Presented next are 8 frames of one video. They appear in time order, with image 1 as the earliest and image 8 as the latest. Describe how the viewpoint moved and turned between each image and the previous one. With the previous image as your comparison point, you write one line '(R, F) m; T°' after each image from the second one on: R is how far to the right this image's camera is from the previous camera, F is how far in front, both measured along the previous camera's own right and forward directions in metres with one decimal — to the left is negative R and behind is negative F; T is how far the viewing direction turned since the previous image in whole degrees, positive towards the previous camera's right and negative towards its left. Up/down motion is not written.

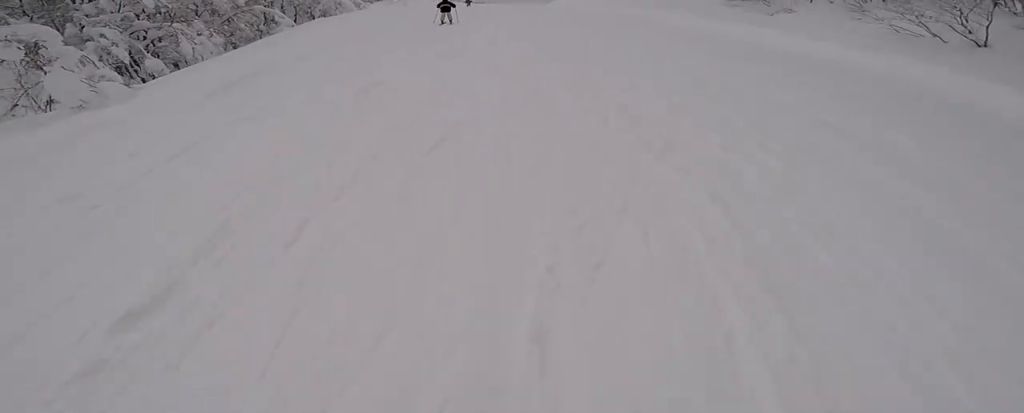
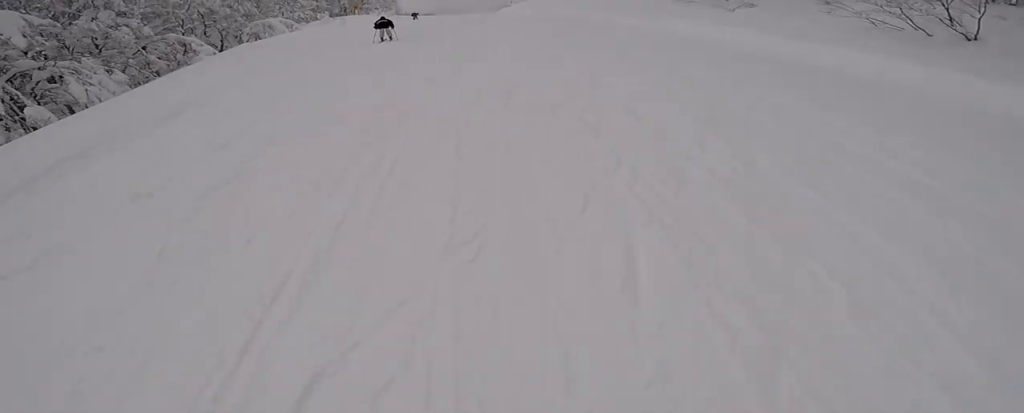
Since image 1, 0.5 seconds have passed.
(-0.1, +2.3) m; -1°
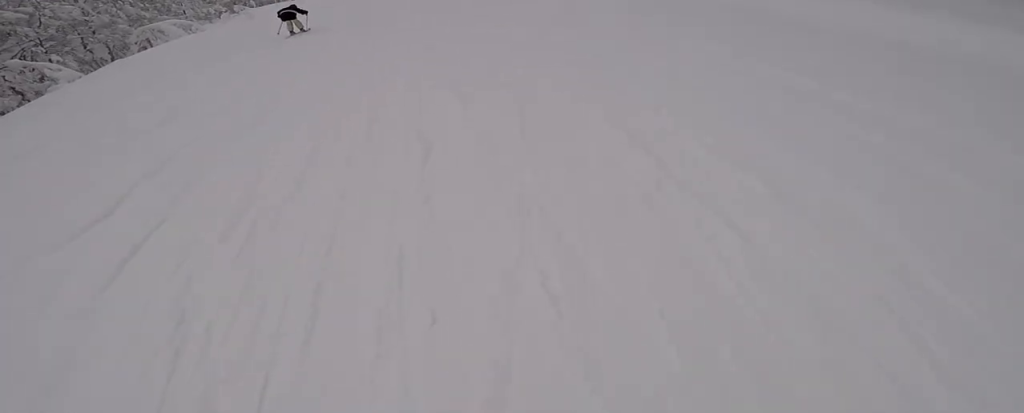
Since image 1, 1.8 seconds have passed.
(0.0, +6.3) m; 0°
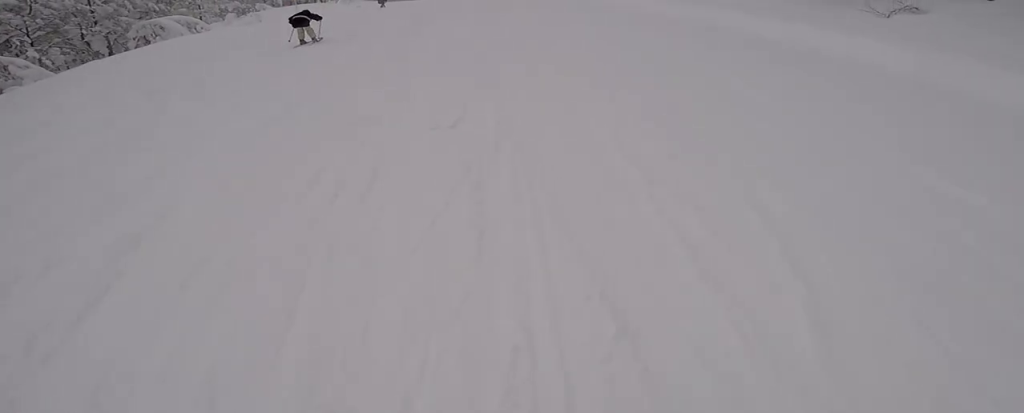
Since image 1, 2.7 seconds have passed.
(0.0, +3.7) m; +1°
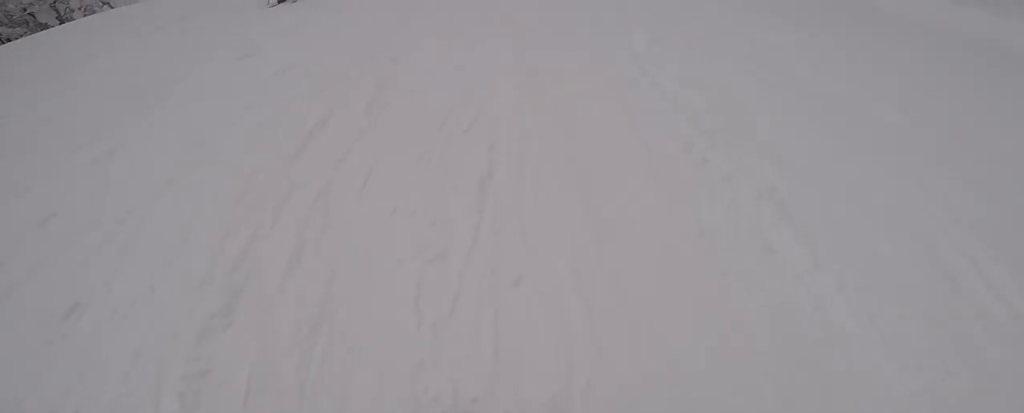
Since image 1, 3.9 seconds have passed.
(0.0, +4.7) m; 0°
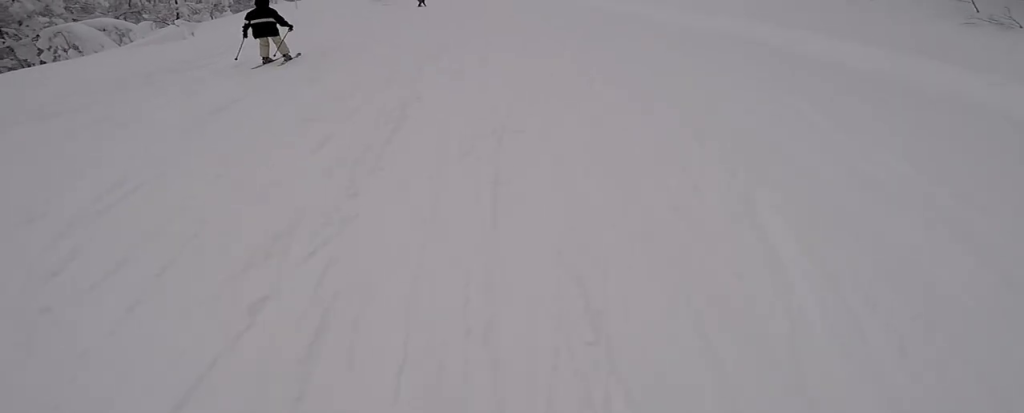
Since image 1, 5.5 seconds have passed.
(+0.1, +5.5) m; +2°
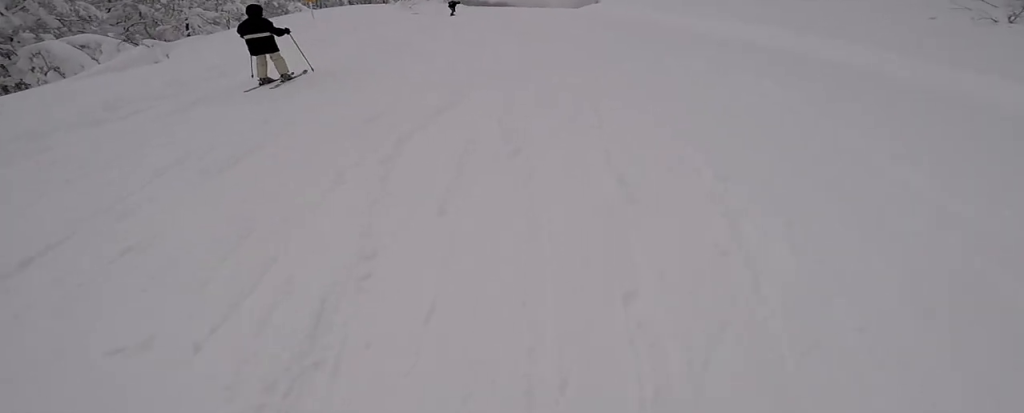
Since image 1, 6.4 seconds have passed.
(0.0, +2.8) m; +1°
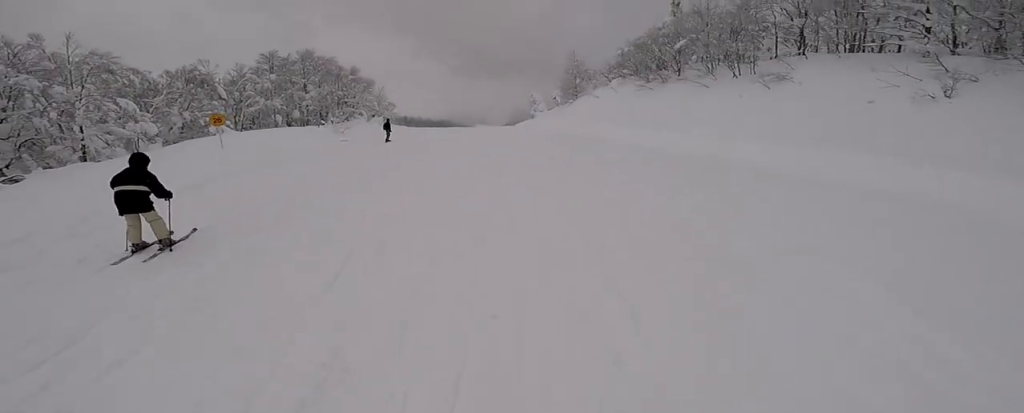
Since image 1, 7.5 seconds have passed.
(0.0, +3.3) m; +1°
